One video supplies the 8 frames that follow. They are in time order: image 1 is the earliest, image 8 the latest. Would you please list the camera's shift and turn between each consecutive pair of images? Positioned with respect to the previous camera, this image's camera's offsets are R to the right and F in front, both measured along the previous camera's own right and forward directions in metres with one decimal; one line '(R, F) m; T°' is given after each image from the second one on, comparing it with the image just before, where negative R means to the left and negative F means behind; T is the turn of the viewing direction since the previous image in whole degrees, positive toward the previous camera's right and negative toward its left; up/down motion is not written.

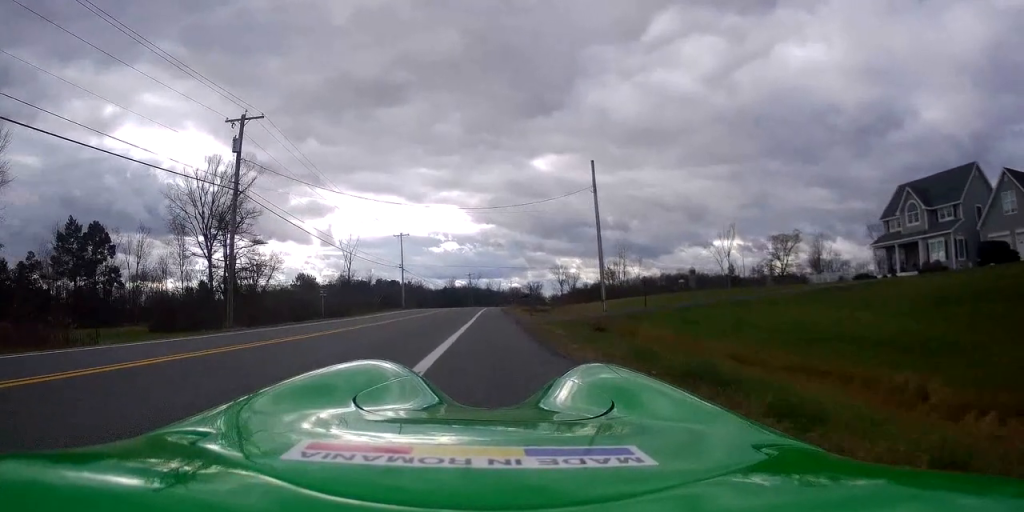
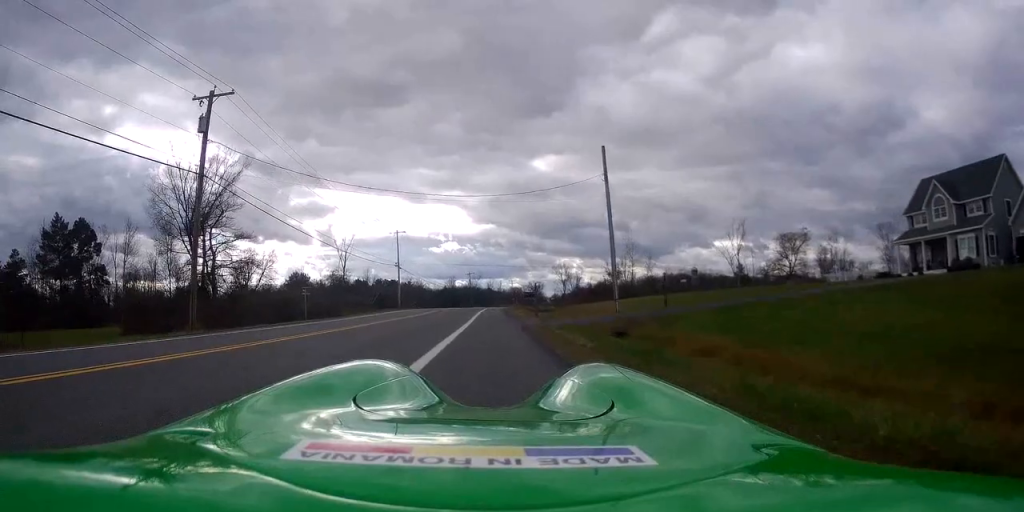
(0.0, +4.2) m; -1°
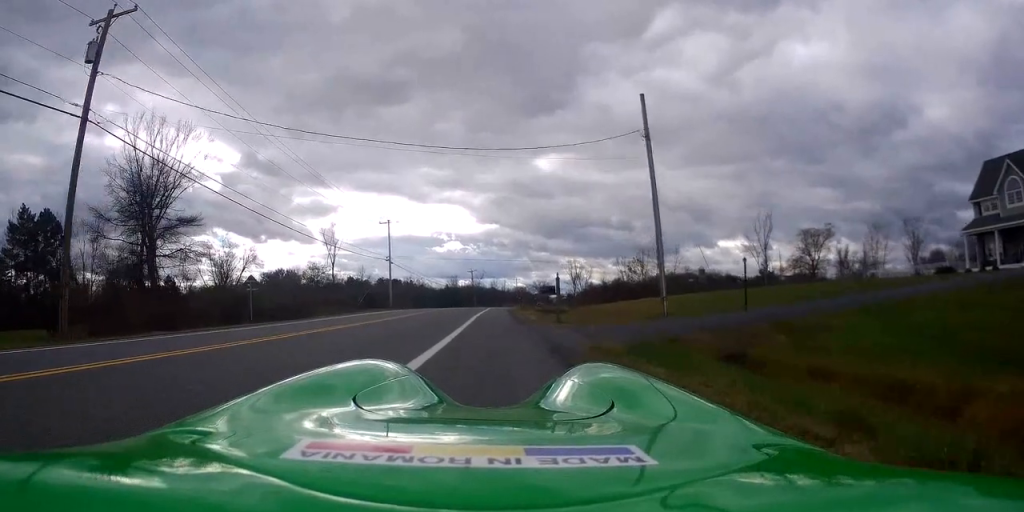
(-0.4, +9.5) m; -2°
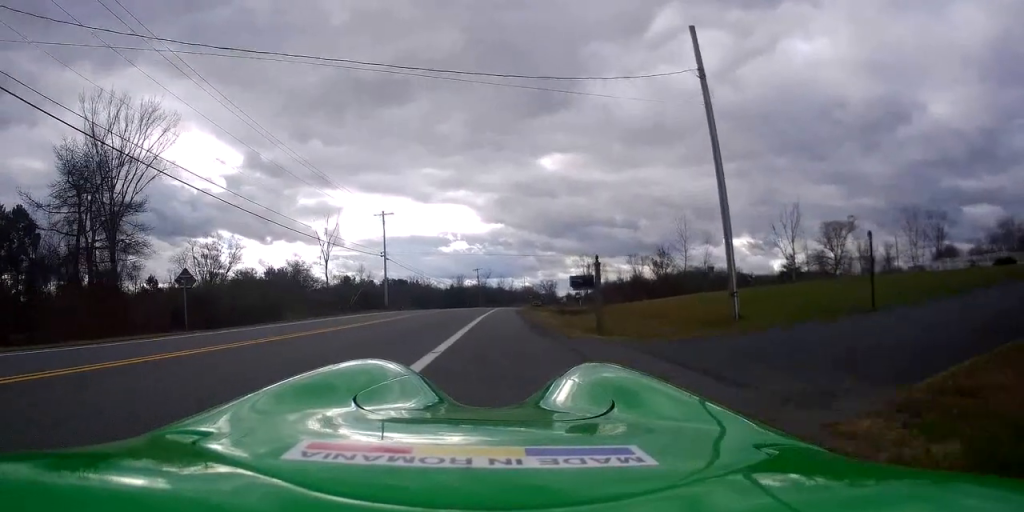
(+0.3, +7.4) m; +2°
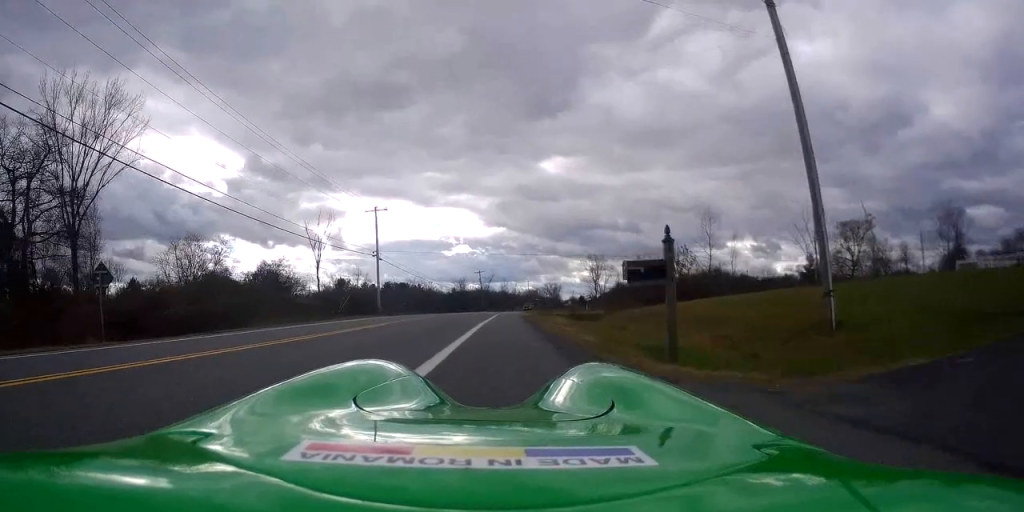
(-0.1, +5.9) m; -5°
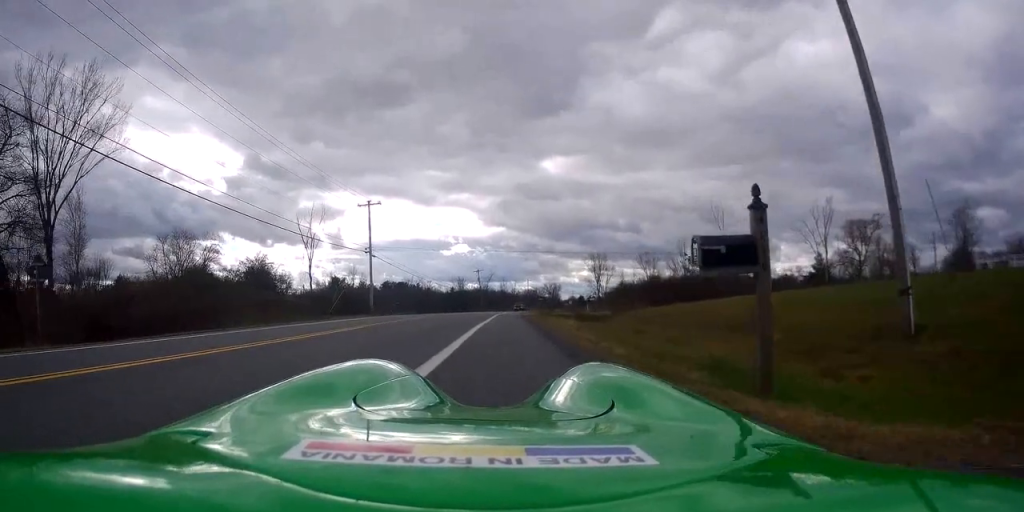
(-0.3, +3.2) m; 0°
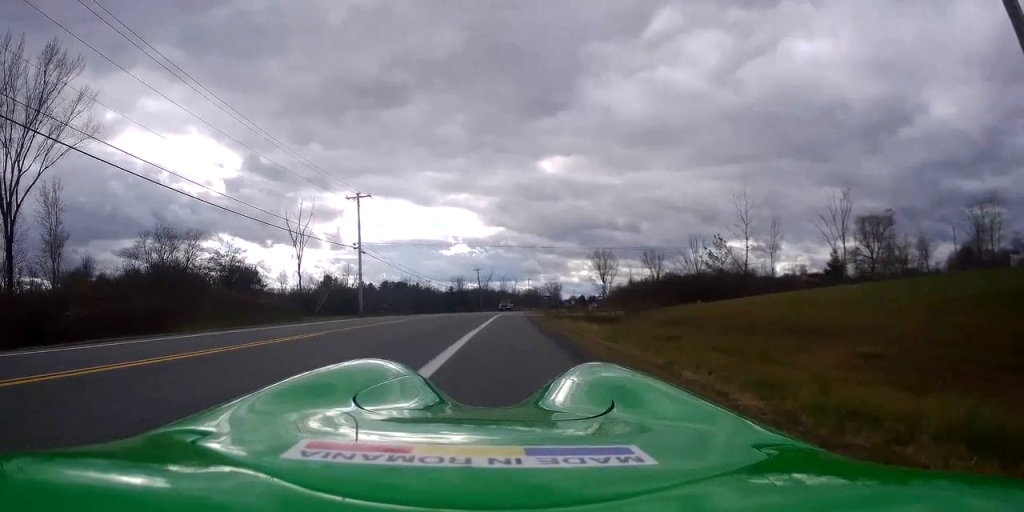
(+0.1, +4.6) m; +3°
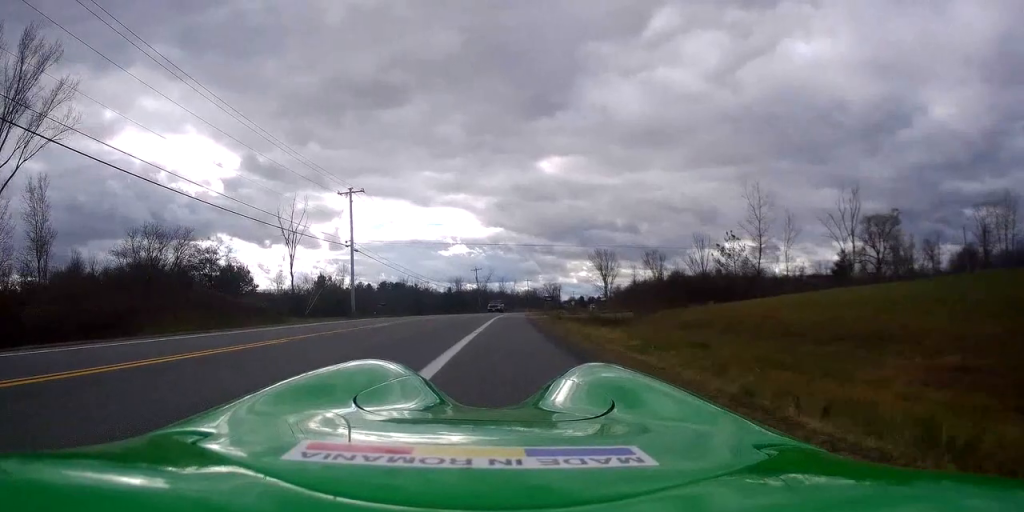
(+0.1, +2.7) m; +3°
